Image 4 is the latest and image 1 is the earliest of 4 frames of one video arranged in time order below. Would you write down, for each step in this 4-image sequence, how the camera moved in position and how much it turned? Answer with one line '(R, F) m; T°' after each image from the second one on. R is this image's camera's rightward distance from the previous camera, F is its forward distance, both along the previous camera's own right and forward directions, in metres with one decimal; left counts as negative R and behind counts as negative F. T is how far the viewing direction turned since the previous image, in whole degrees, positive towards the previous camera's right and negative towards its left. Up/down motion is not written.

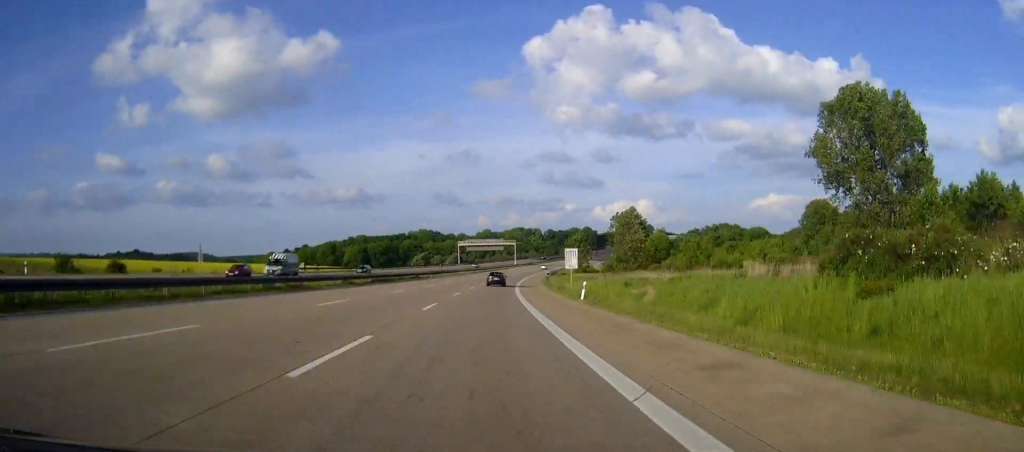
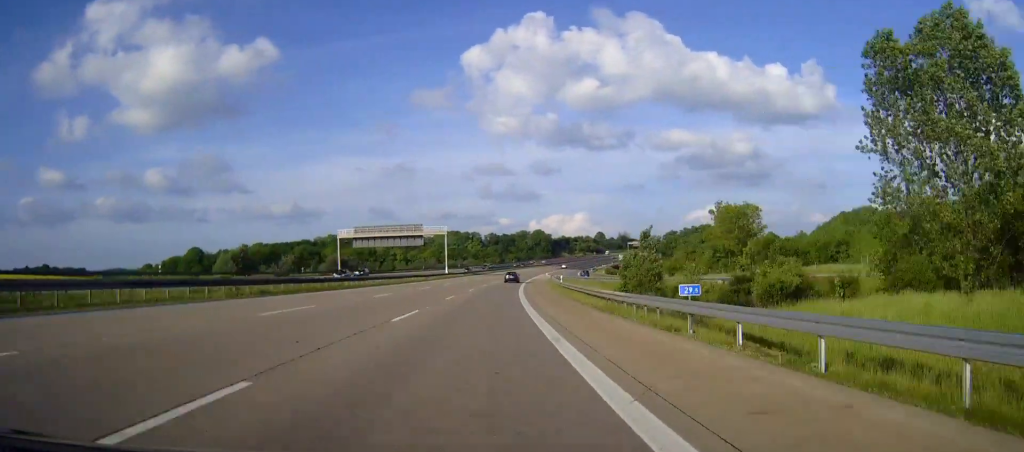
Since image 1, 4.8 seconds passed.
(+5.4, +131.8) m; +5°
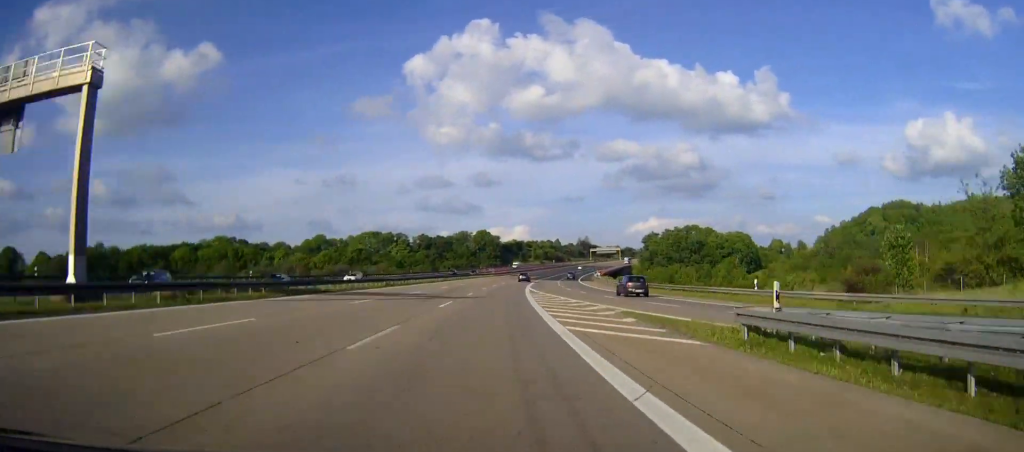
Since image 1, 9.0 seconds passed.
(+5.4, +115.1) m; +5°
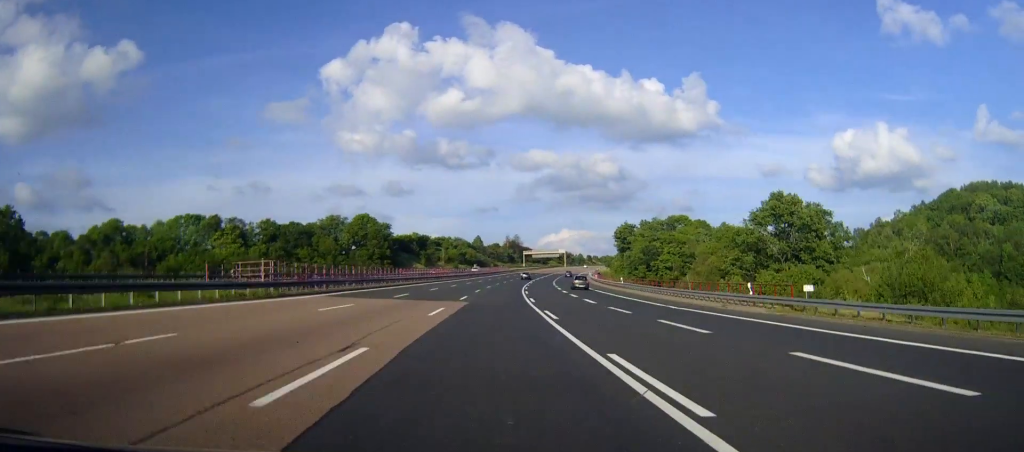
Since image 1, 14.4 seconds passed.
(+8.4, +148.0) m; +7°
